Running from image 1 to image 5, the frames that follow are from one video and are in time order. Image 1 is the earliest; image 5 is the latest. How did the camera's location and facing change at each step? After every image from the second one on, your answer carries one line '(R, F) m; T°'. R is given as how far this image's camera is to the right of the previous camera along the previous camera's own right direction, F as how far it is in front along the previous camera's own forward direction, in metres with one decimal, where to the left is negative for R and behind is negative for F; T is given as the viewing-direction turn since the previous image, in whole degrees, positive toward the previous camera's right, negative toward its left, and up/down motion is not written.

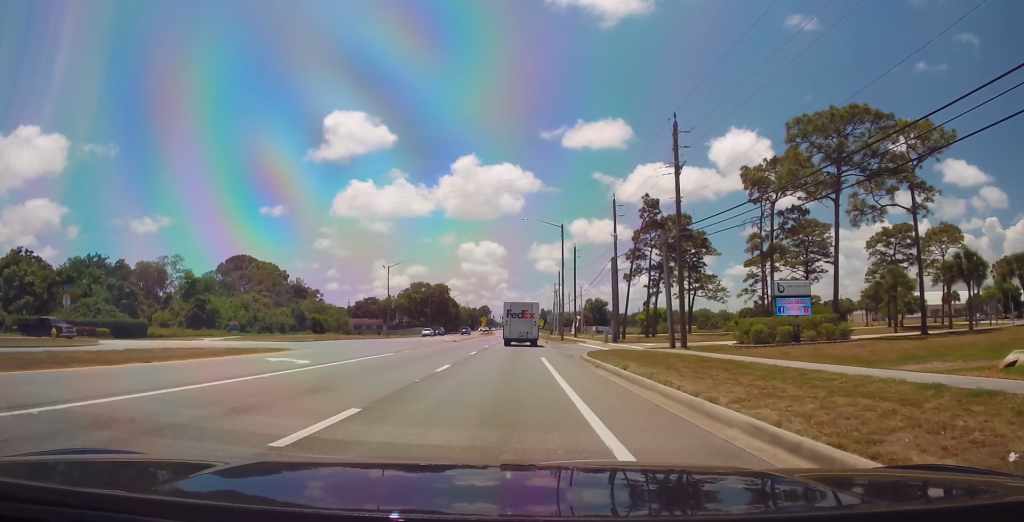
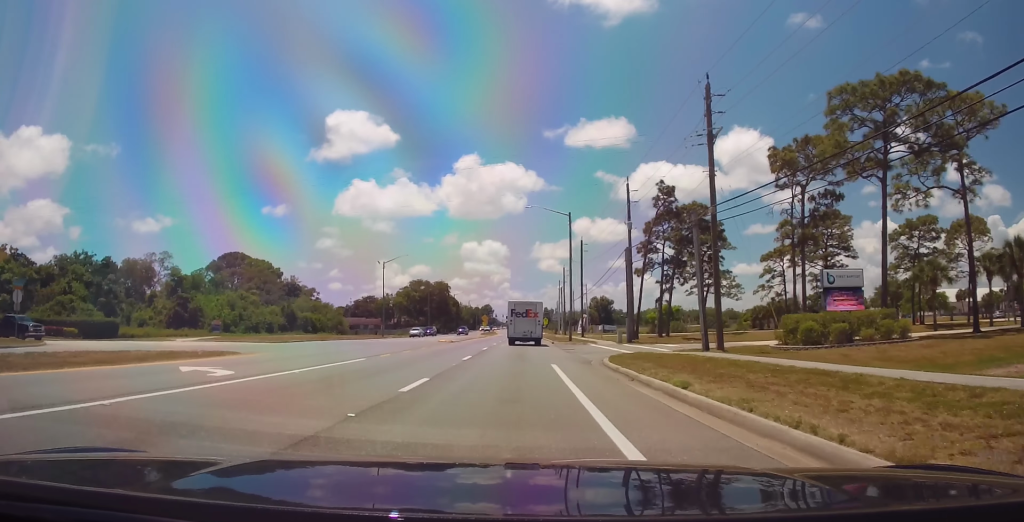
(0.0, +5.9) m; 0°
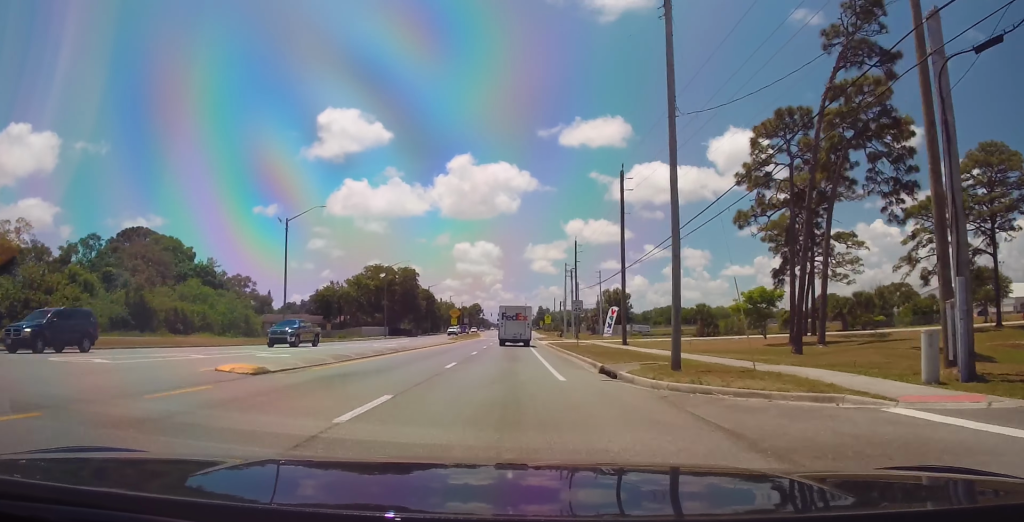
(0.0, +39.7) m; 0°
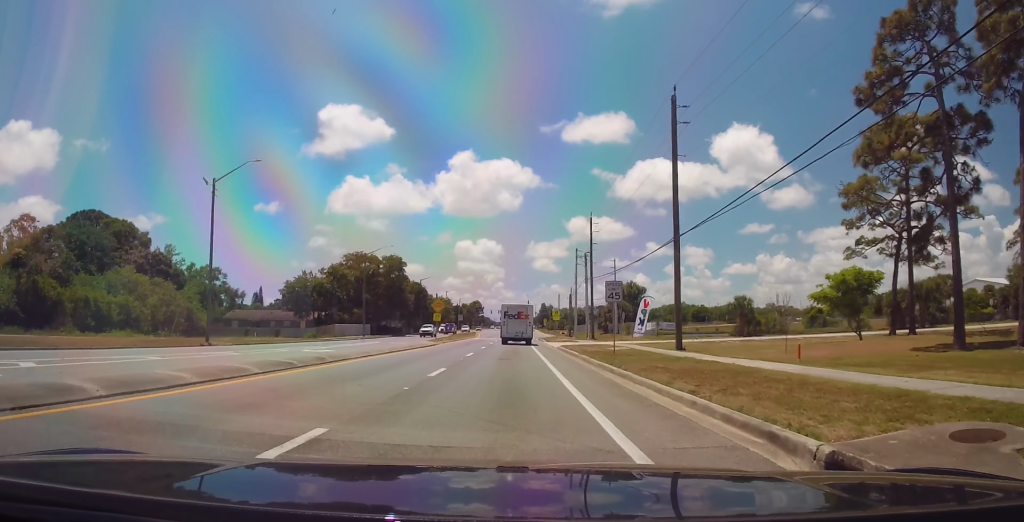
(0.0, +16.0) m; 0°
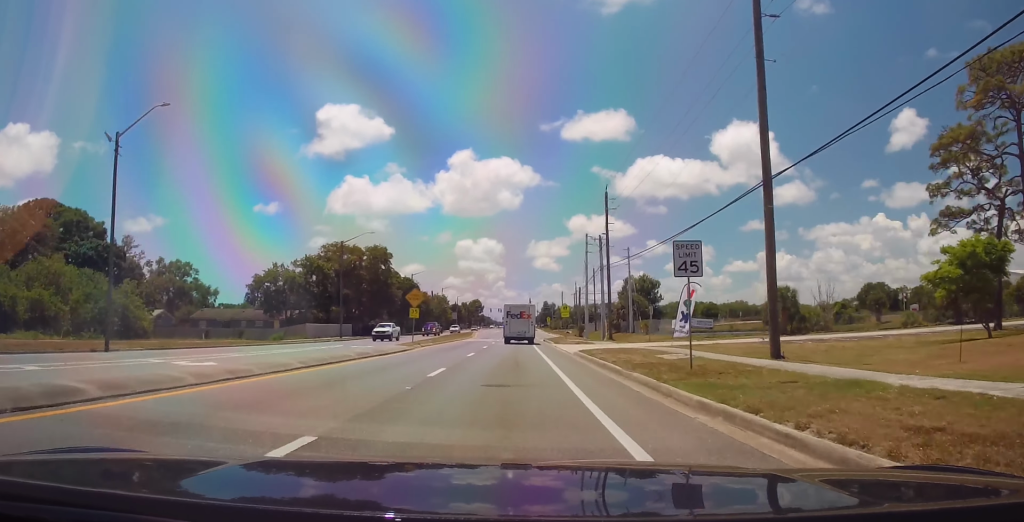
(0.0, +12.4) m; 0°
